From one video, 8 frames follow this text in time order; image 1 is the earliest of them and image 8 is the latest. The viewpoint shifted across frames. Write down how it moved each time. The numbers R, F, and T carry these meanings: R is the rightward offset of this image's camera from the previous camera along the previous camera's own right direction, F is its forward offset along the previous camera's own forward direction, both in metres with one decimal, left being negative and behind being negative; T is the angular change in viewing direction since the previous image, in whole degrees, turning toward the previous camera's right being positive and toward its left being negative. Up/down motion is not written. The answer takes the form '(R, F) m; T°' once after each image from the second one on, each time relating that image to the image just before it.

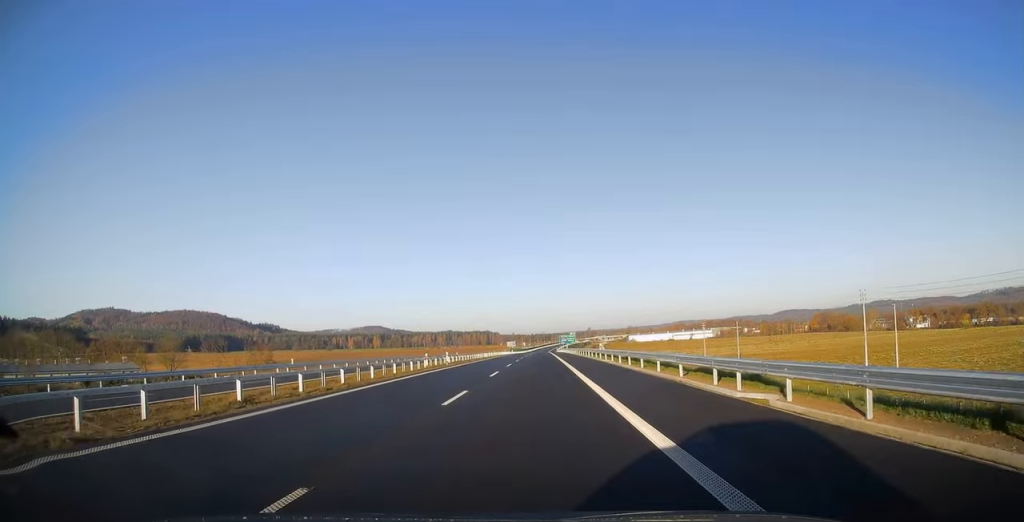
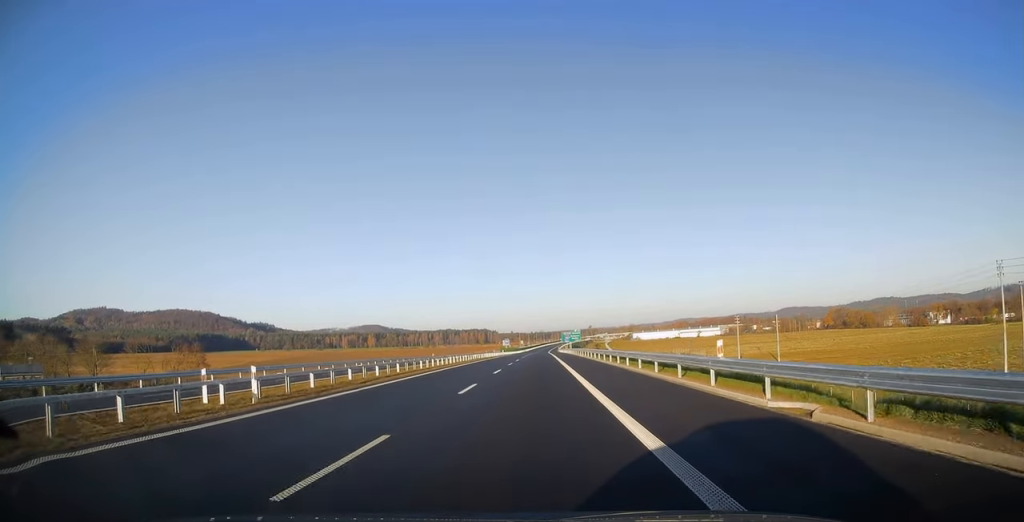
(+0.2, +32.3) m; 0°
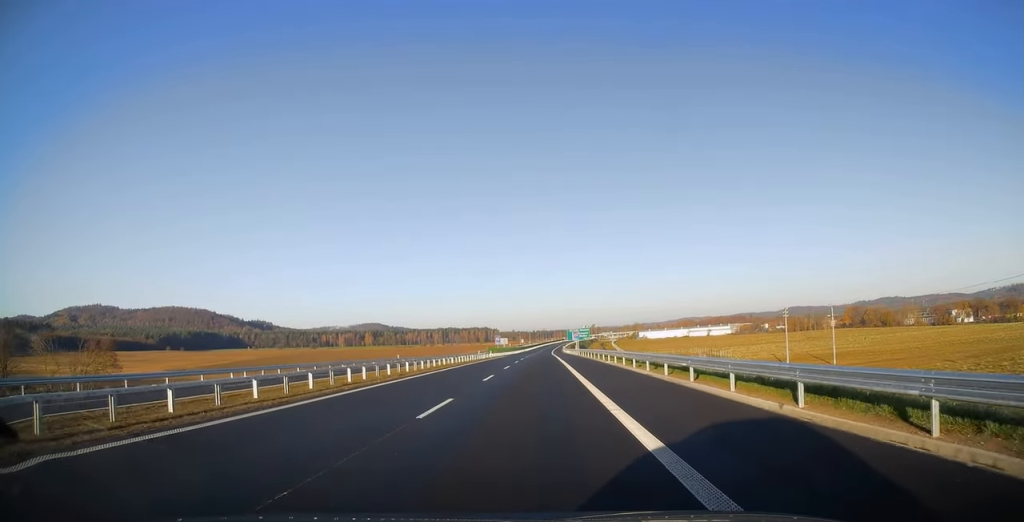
(+0.1, +29.6) m; 0°
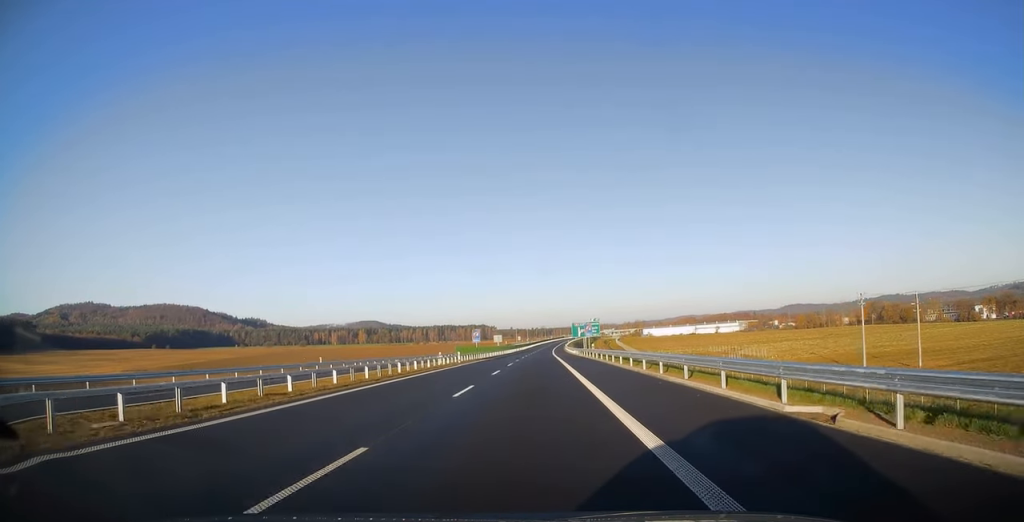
(-0.3, +31.3) m; -1°
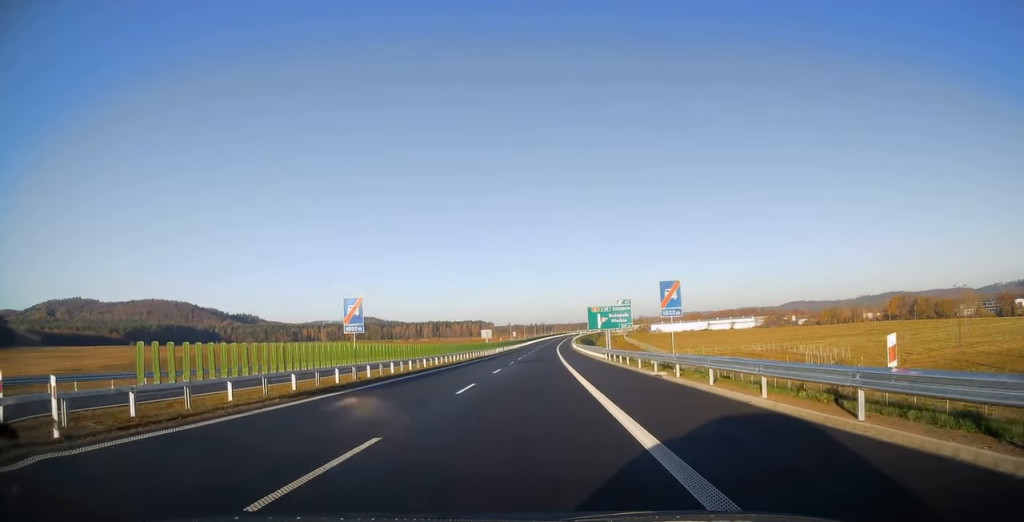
(0.0, +47.0) m; 0°
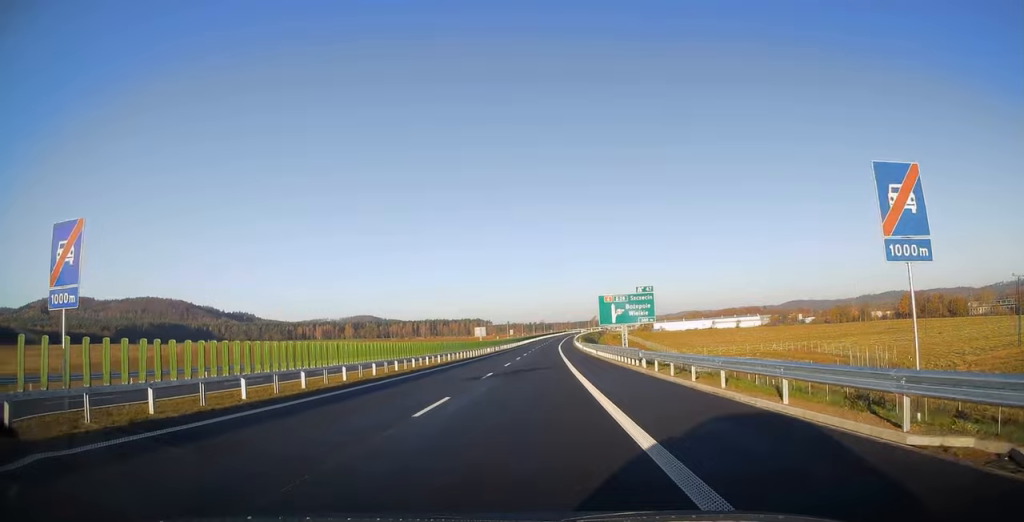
(0.0, +17.3) m; 0°
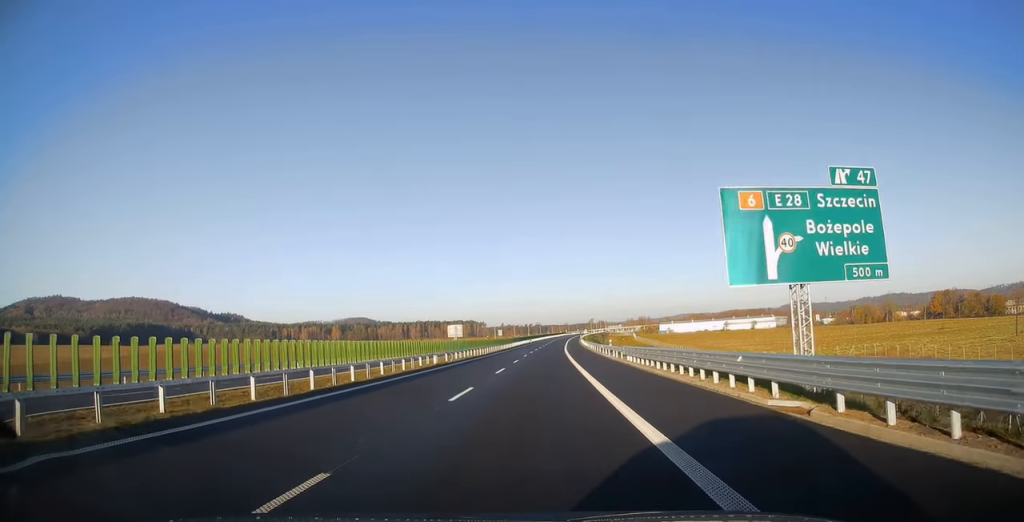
(+0.4, +44.9) m; +1°
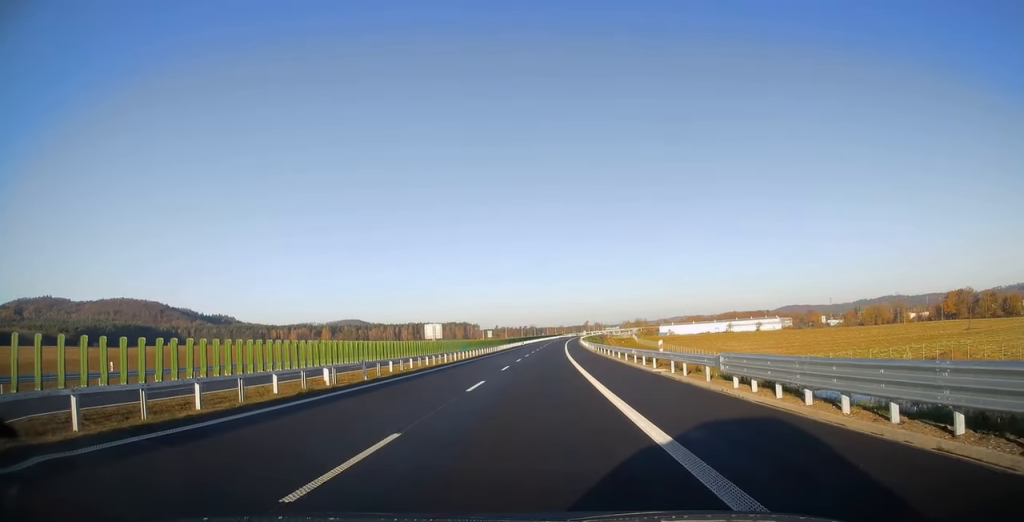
(+0.1, +21.1) m; 0°
